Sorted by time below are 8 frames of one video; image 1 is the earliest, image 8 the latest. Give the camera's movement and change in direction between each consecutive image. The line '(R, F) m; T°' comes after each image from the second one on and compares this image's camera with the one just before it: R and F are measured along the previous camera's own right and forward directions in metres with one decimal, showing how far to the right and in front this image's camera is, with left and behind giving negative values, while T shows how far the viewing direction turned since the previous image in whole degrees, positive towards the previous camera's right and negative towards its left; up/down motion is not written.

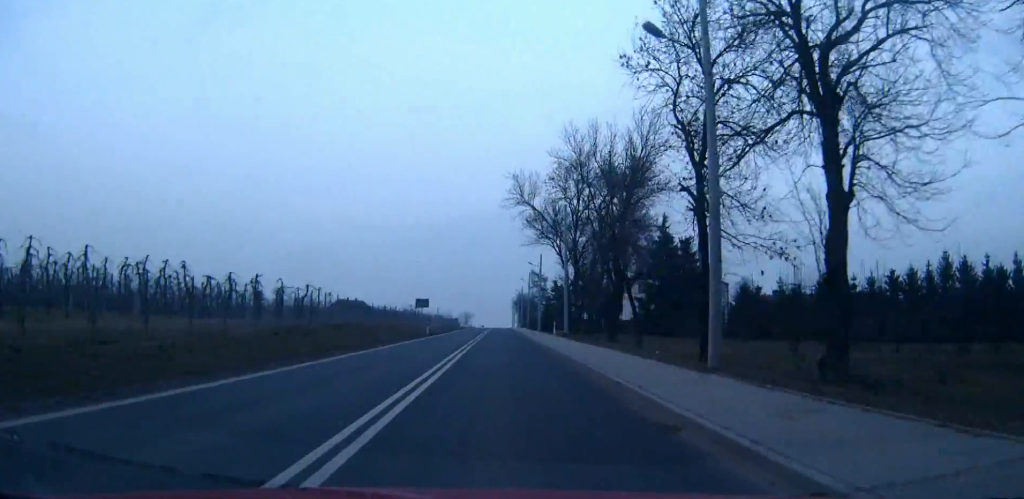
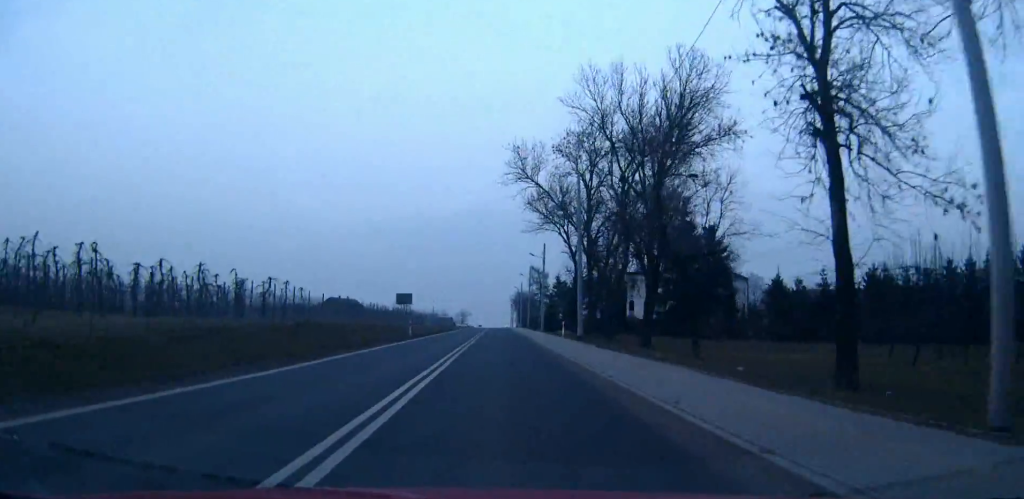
(0.0, +10.4) m; 0°
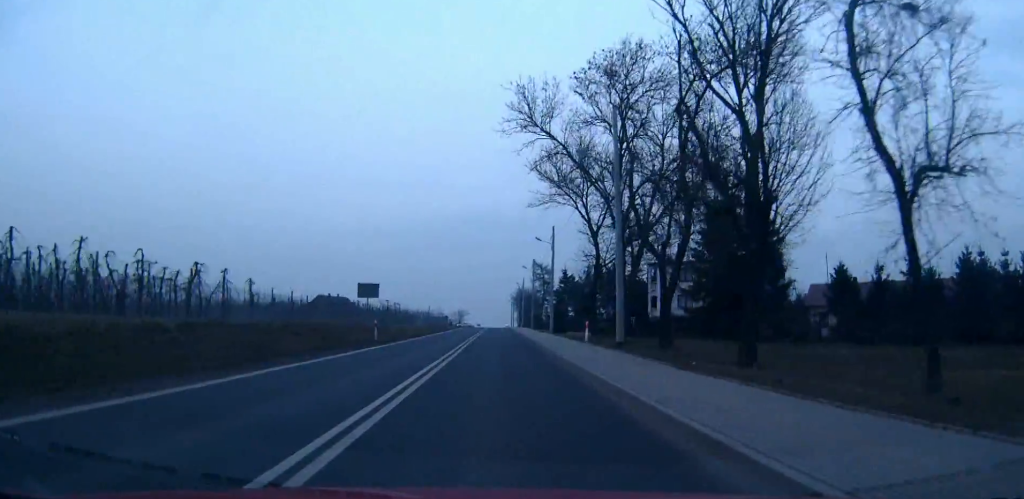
(+0.1, +14.1) m; 0°
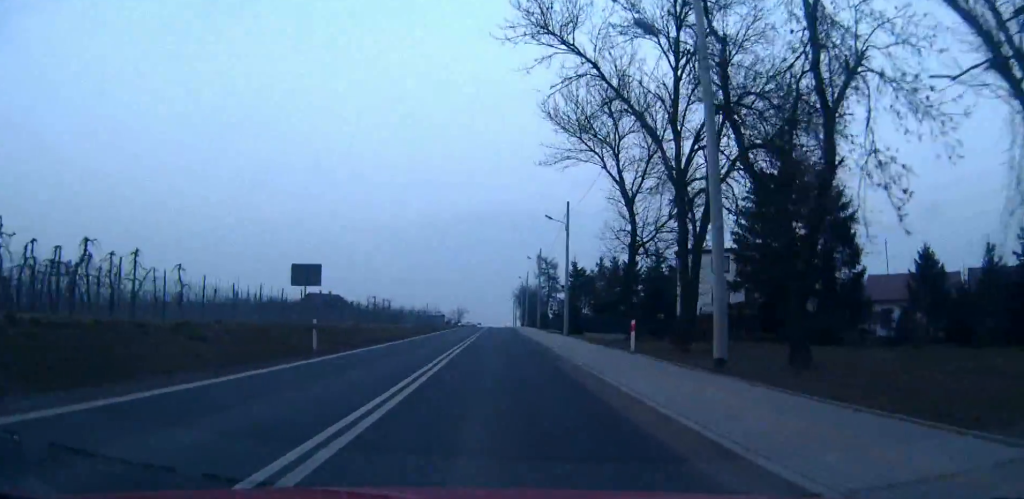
(0.0, +12.7) m; 0°
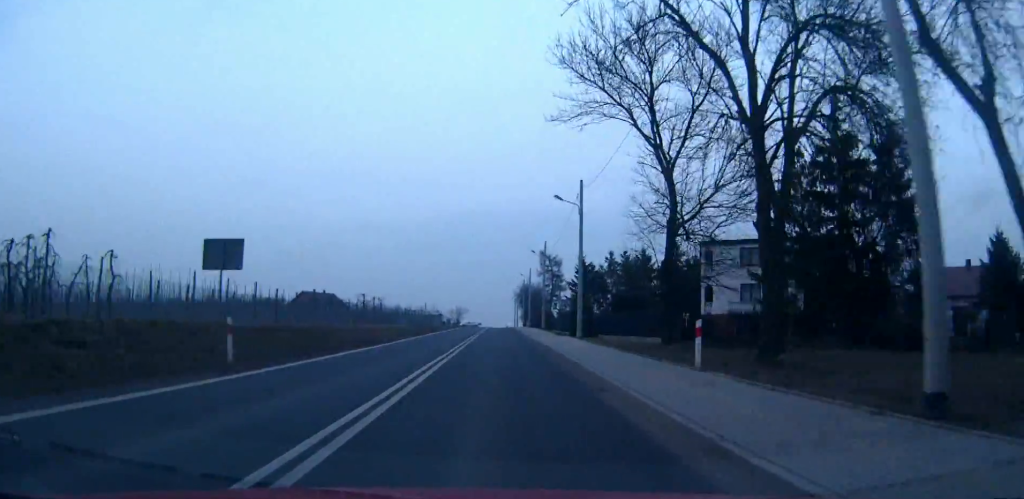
(0.0, +8.2) m; 0°
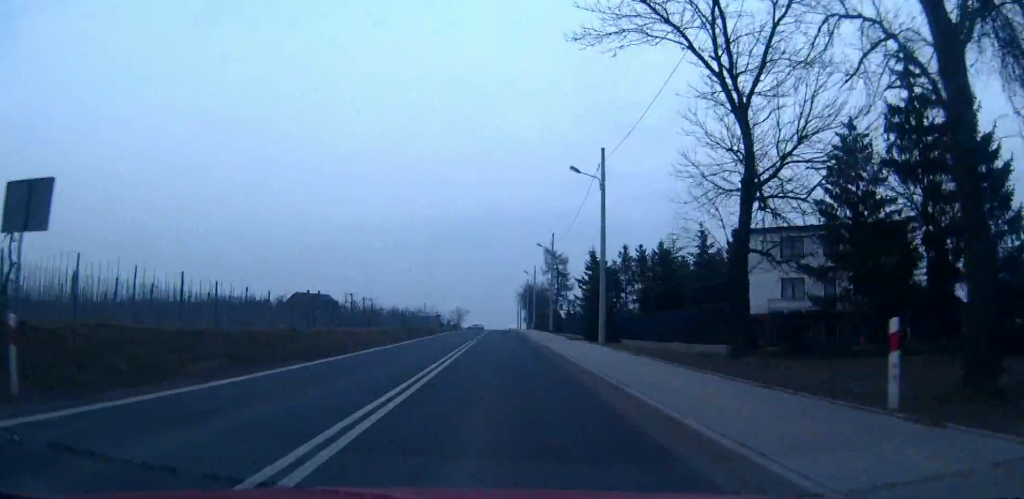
(0.0, +8.6) m; 0°
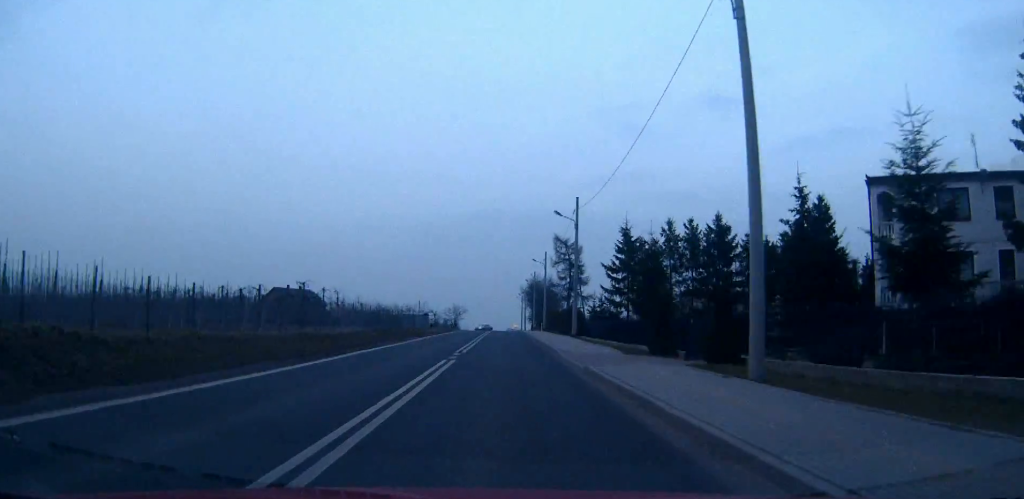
(0.0, +20.5) m; 0°
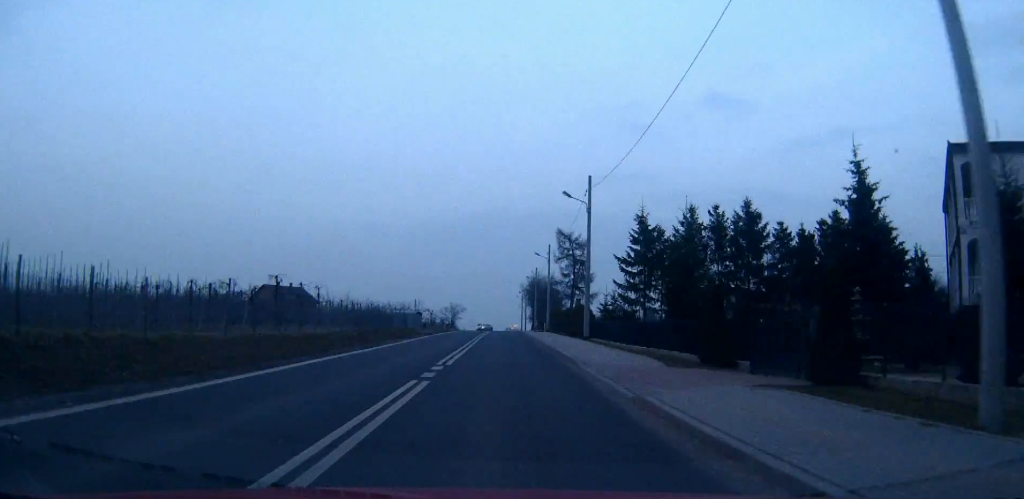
(0.0, +7.3) m; 0°
